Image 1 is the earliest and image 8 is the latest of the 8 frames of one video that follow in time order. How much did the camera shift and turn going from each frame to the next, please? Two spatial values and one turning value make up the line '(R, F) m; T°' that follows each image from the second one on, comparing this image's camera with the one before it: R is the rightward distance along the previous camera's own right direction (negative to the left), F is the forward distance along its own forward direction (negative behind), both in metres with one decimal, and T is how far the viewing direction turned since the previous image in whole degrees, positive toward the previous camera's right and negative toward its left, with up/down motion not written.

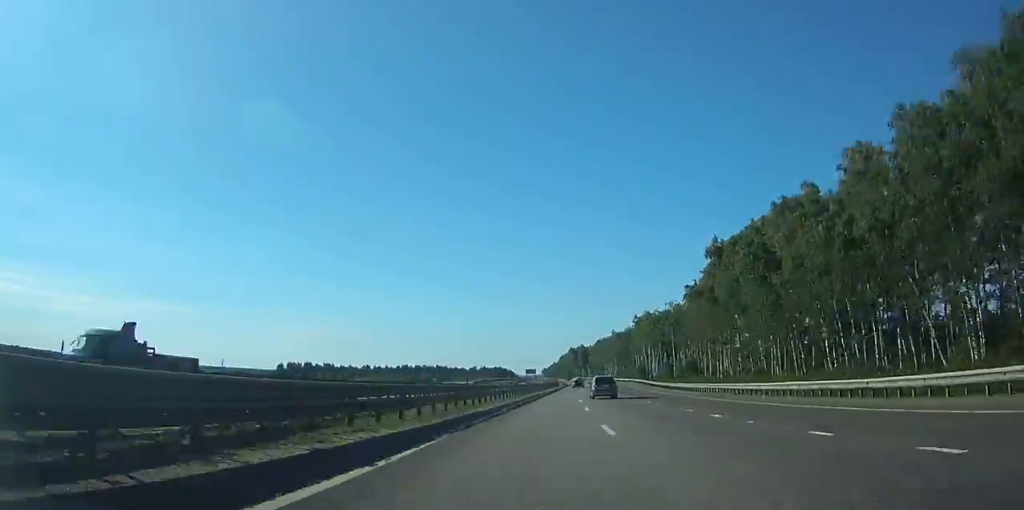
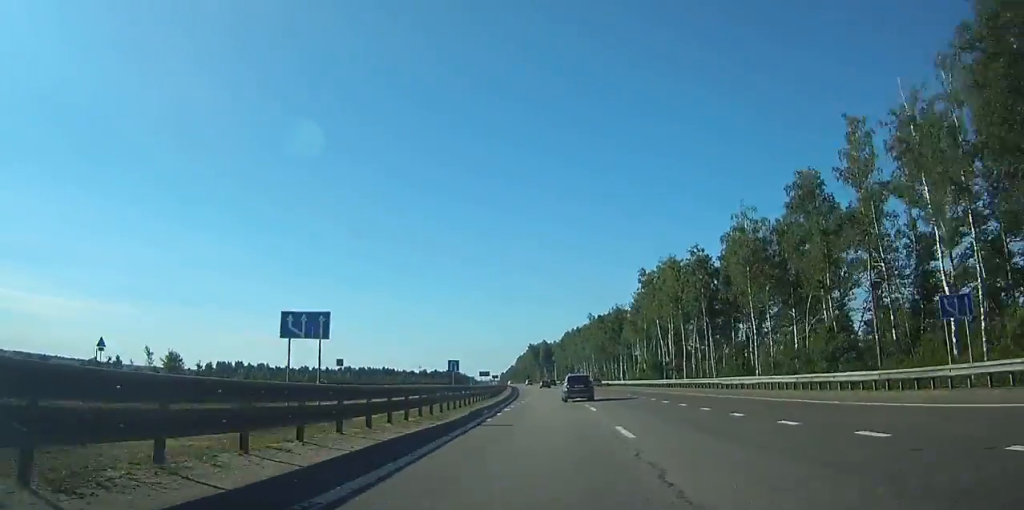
(+2.5, +86.5) m; +2°
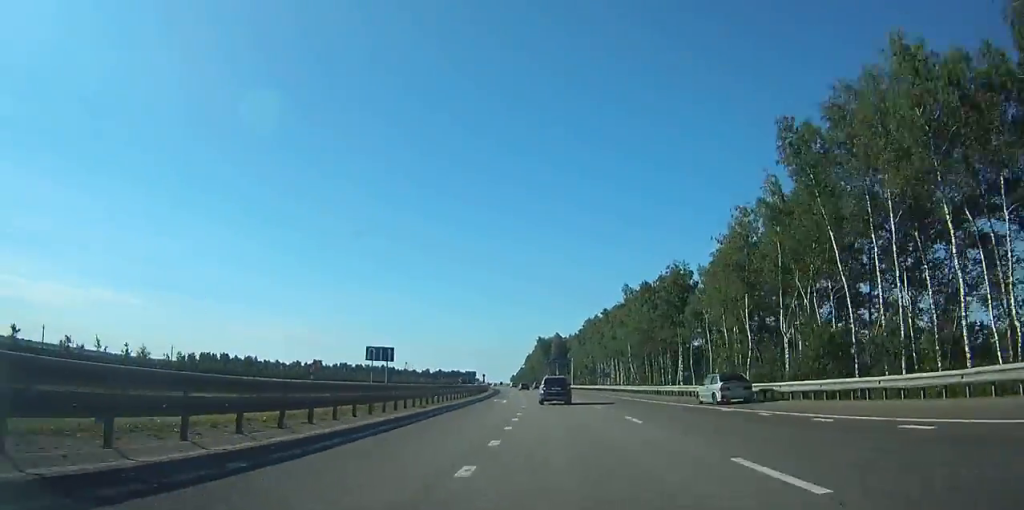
(+0.9, +70.6) m; +5°
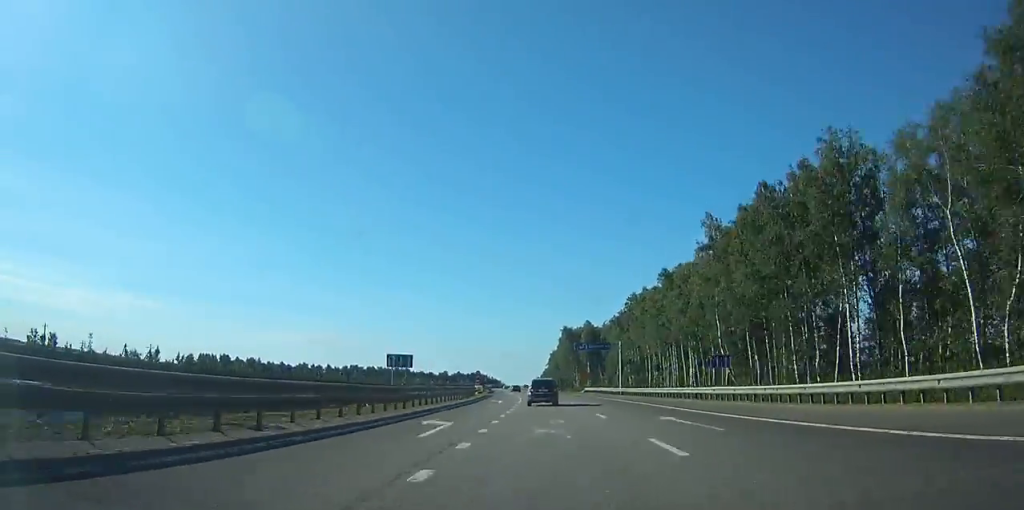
(-3.8, +60.6) m; +6°
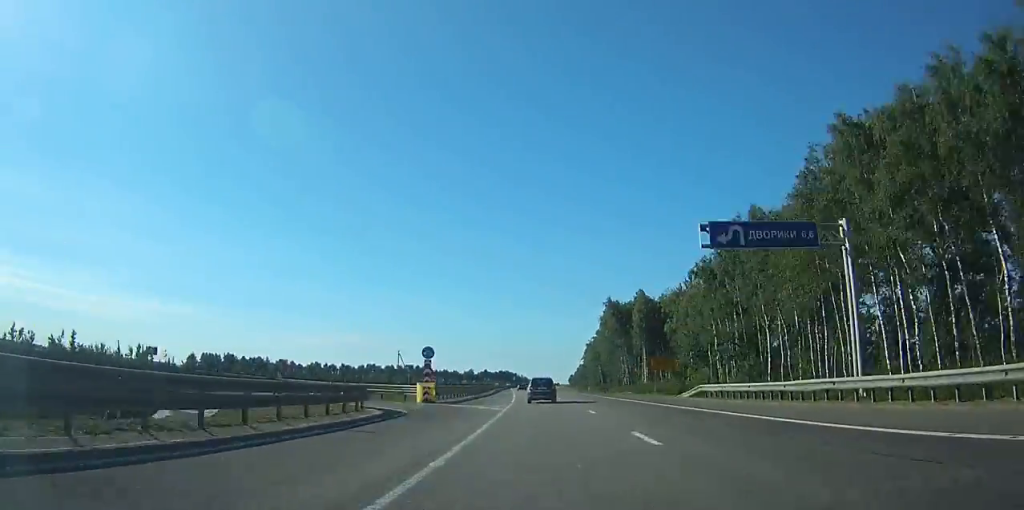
(+10.2, +65.9) m; -10°
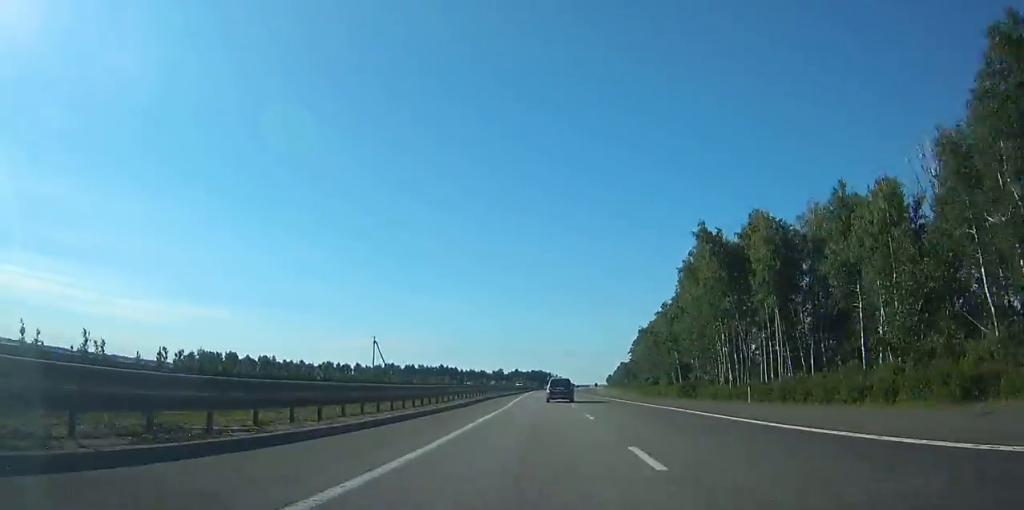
(+2.7, +63.9) m; -11°
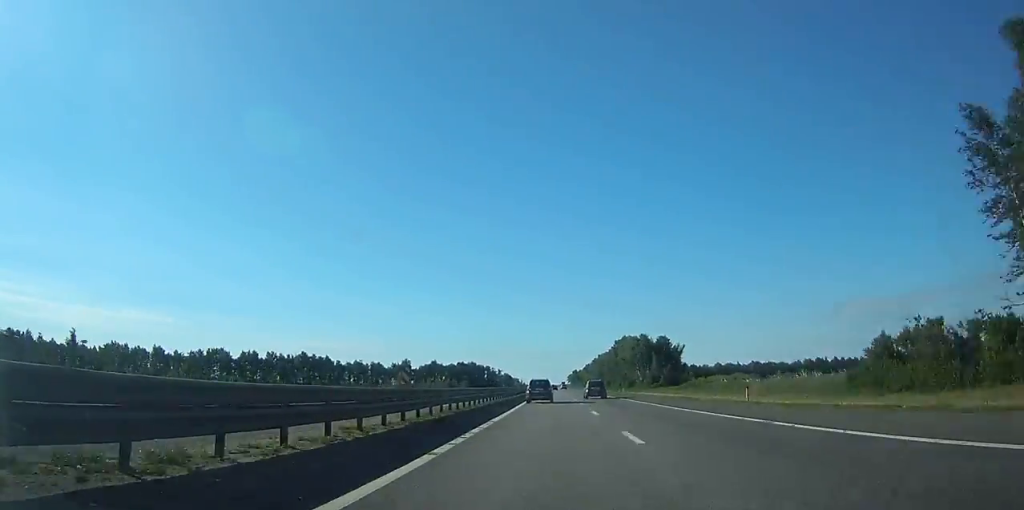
(-28.3, +253.0) m; +5°
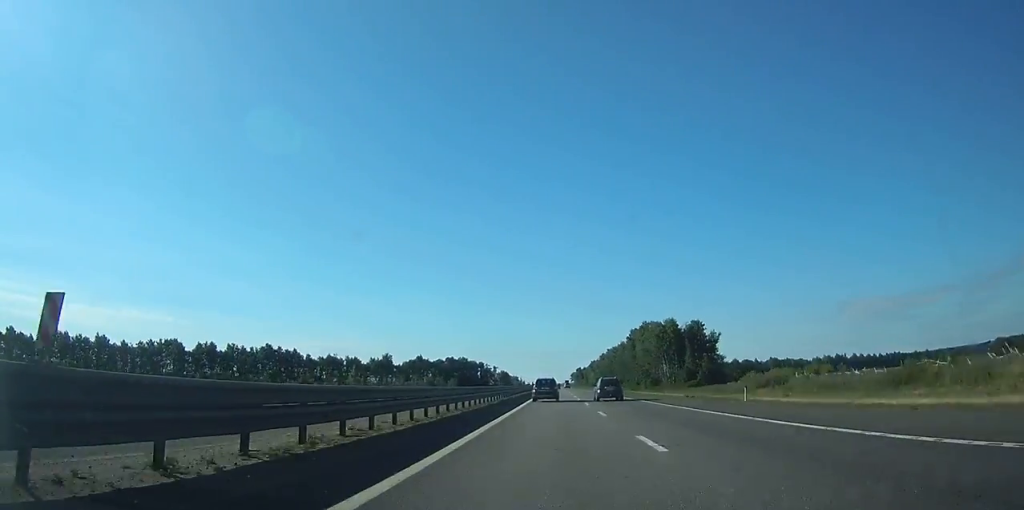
(+0.8, +47.1) m; +1°
